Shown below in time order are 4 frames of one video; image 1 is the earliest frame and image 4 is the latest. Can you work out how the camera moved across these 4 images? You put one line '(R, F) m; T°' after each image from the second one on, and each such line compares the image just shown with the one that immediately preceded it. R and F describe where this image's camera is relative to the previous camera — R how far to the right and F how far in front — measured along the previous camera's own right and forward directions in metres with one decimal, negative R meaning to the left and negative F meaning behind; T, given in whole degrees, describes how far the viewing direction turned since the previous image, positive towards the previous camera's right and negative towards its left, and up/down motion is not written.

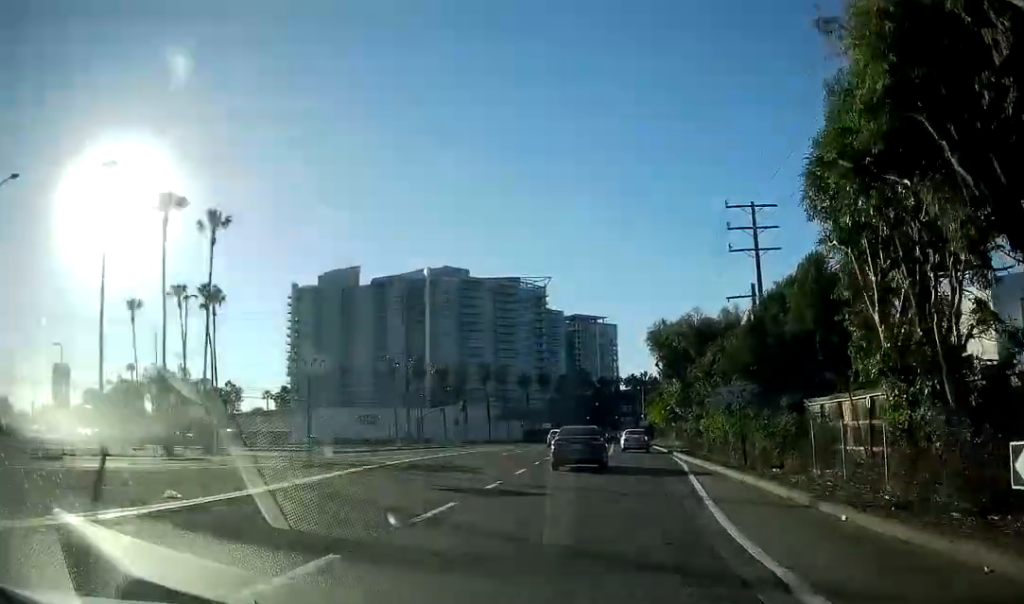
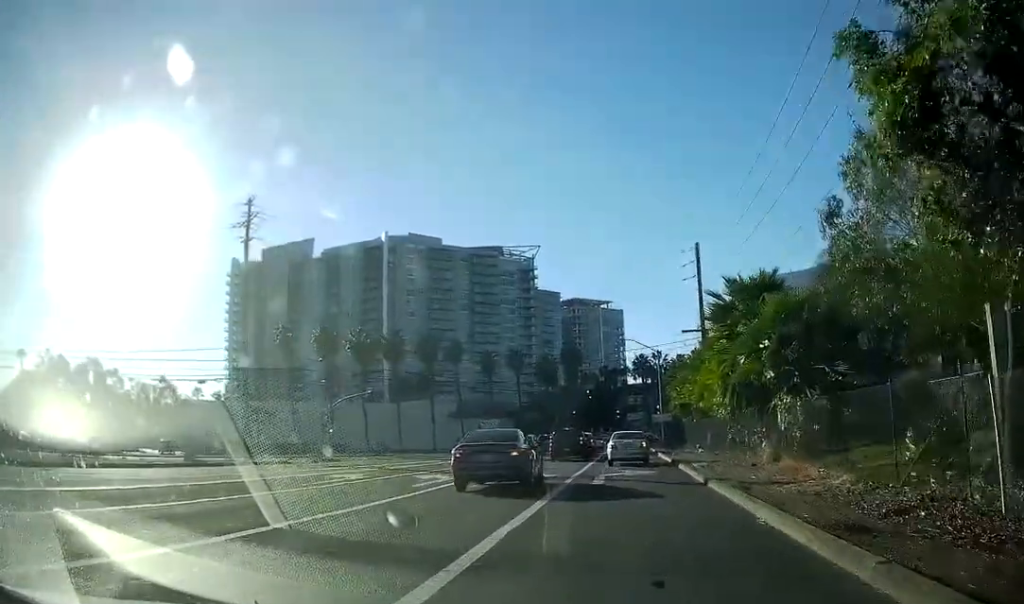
(-0.1, +52.3) m; -2°
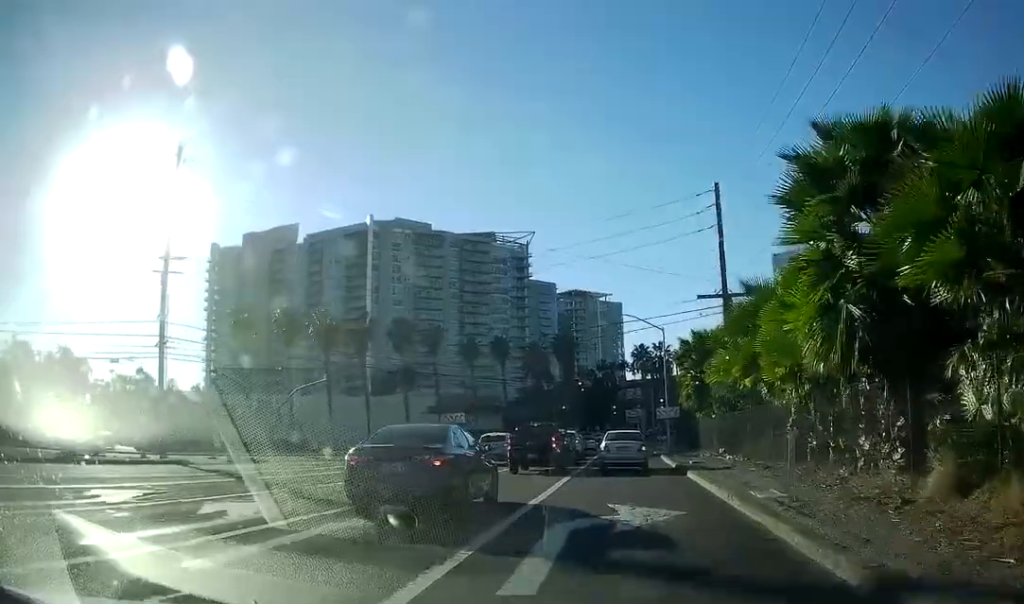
(-0.2, +12.6) m; -3°
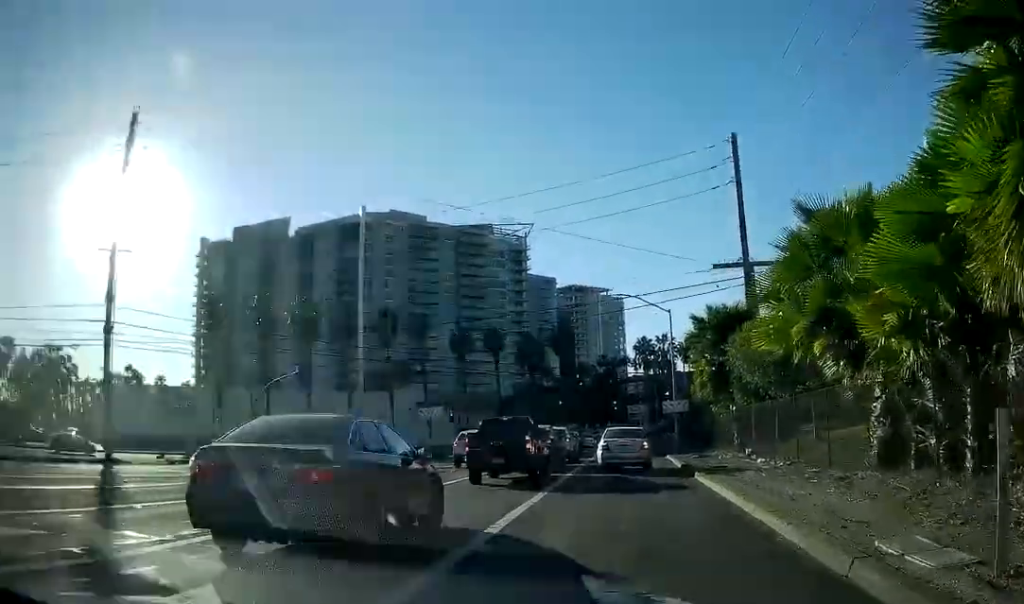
(-0.3, +7.3) m; -2°
